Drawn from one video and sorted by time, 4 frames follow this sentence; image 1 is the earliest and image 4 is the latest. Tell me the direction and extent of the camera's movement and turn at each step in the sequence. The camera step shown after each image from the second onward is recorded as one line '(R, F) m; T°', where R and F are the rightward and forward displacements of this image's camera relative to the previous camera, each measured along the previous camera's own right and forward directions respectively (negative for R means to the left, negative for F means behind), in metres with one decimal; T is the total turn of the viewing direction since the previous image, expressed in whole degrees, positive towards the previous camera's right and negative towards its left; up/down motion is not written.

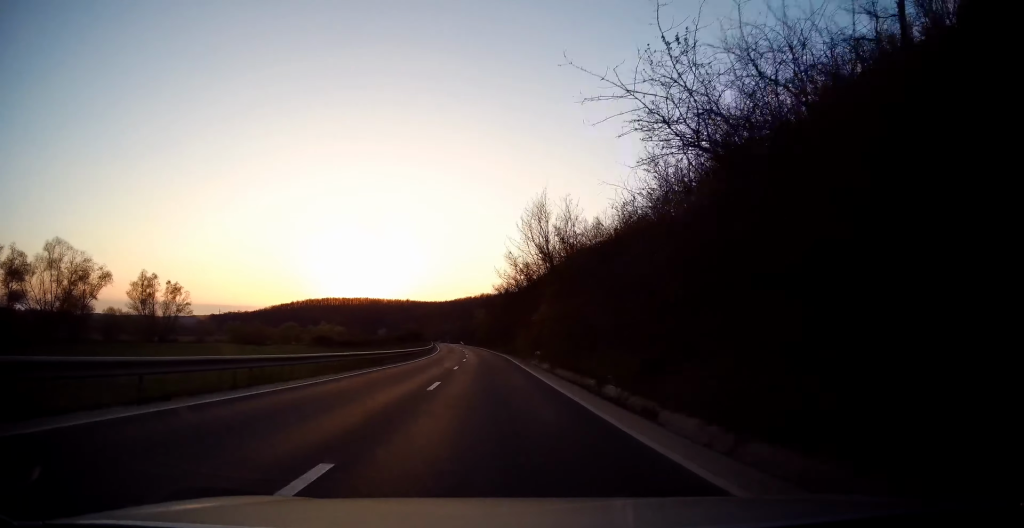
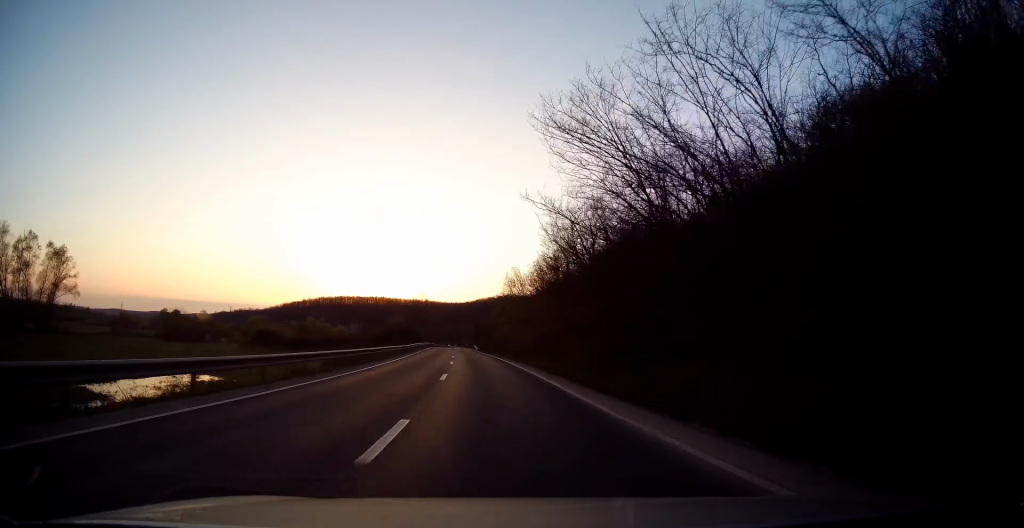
(+0.4, +58.4) m; -2°
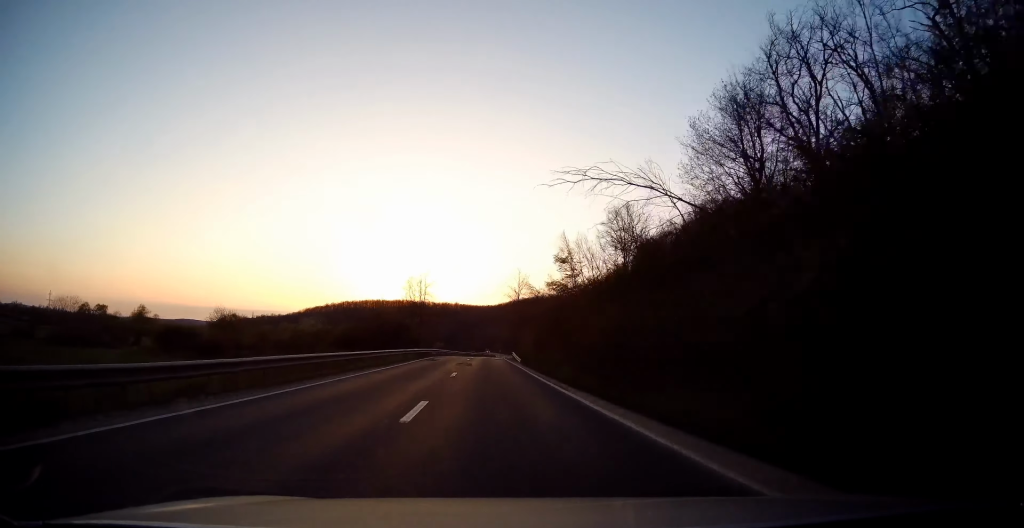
(-1.4, +46.8) m; -3°
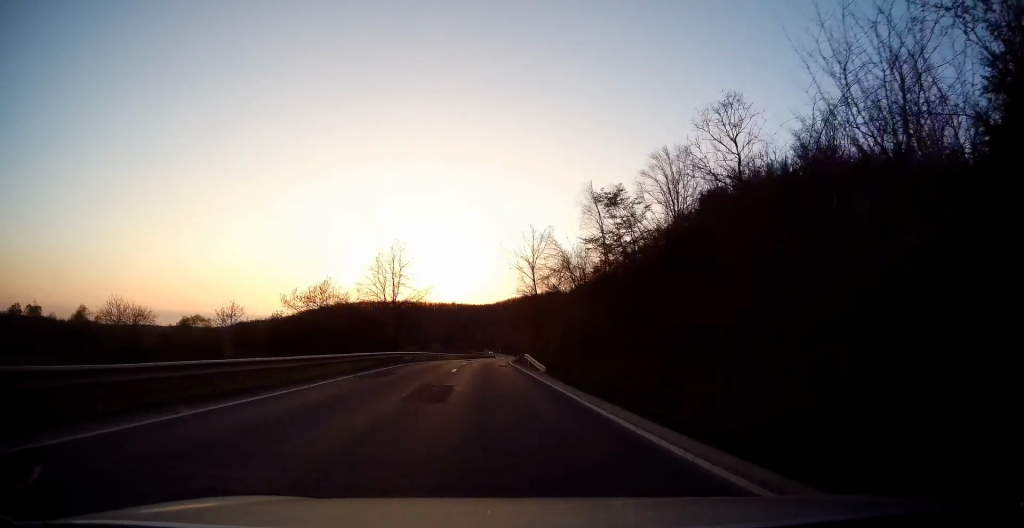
(-0.1, +20.6) m; -1°
